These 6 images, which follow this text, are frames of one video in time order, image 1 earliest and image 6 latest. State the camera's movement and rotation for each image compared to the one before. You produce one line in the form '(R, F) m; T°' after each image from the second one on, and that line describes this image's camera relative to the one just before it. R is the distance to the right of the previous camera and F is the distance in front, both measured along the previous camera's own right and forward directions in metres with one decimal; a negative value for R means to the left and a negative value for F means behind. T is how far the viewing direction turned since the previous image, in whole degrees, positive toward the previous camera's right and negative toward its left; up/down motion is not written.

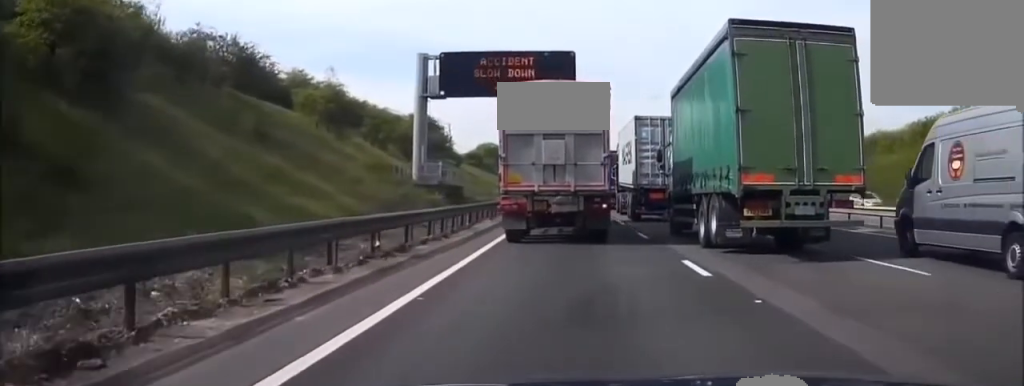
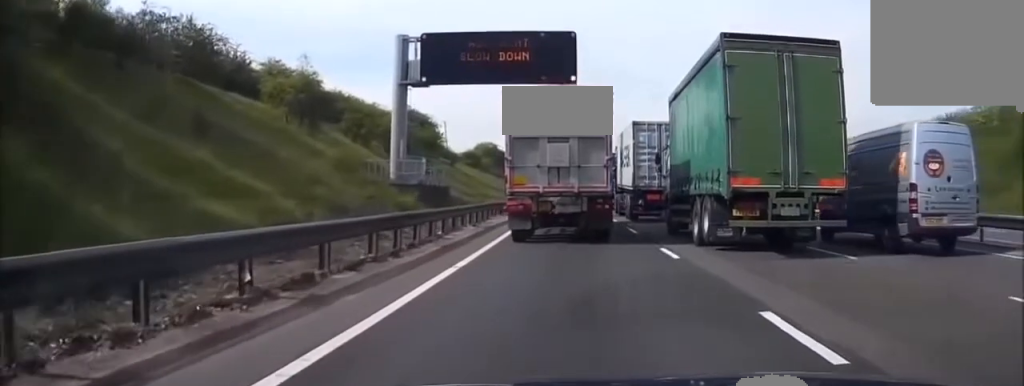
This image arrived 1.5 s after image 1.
(0.0, +5.7) m; 0°
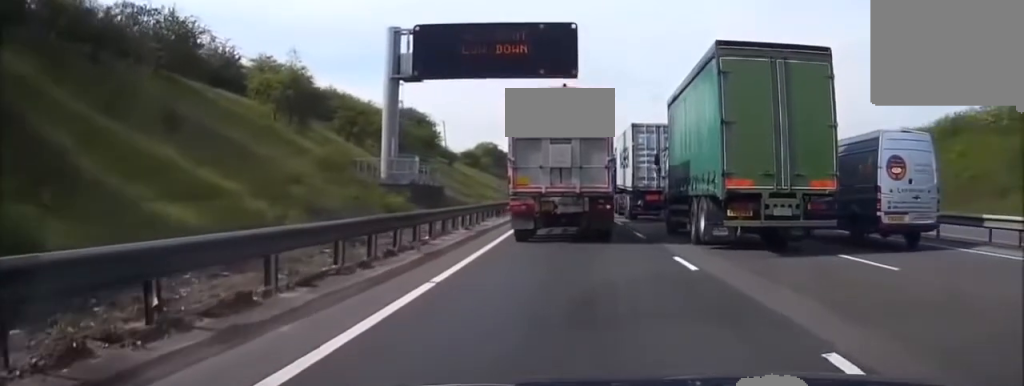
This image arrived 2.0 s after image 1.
(0.0, +2.1) m; 0°
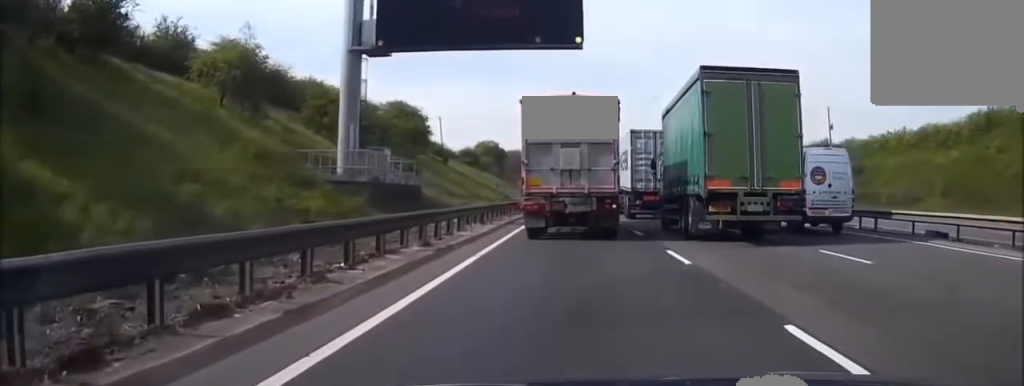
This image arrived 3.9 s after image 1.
(-0.3, +7.5) m; -4°
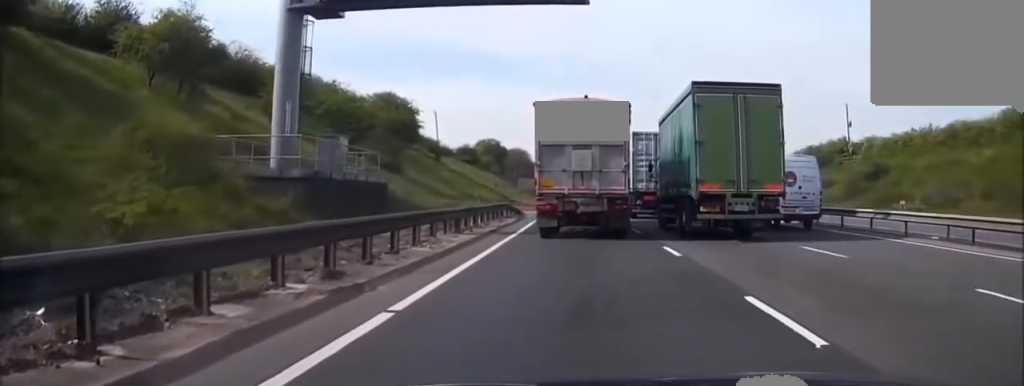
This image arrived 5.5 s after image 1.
(0.0, +7.1) m; 0°
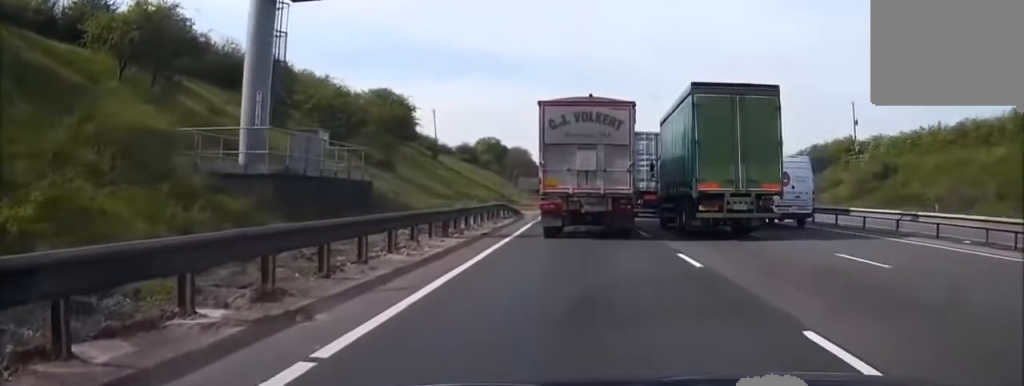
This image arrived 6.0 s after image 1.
(0.0, +2.3) m; 0°
